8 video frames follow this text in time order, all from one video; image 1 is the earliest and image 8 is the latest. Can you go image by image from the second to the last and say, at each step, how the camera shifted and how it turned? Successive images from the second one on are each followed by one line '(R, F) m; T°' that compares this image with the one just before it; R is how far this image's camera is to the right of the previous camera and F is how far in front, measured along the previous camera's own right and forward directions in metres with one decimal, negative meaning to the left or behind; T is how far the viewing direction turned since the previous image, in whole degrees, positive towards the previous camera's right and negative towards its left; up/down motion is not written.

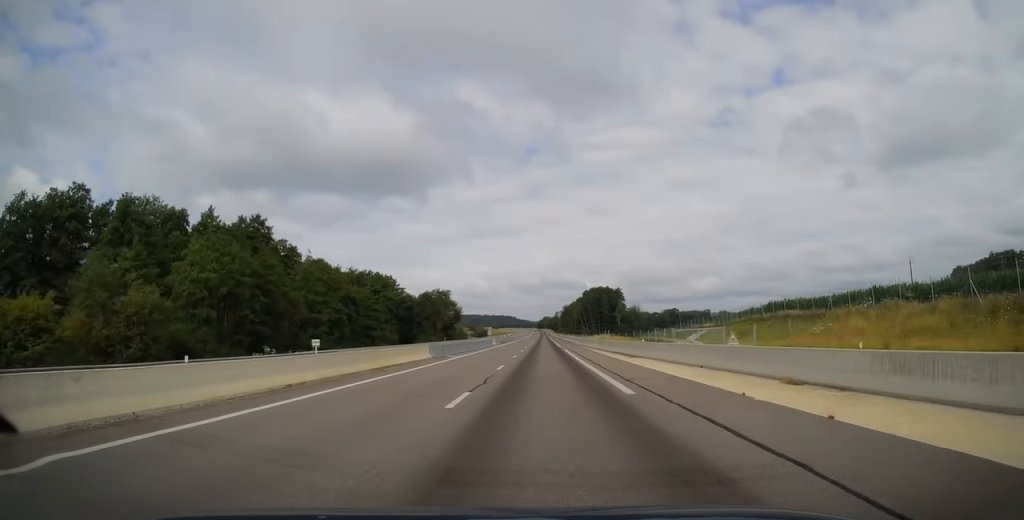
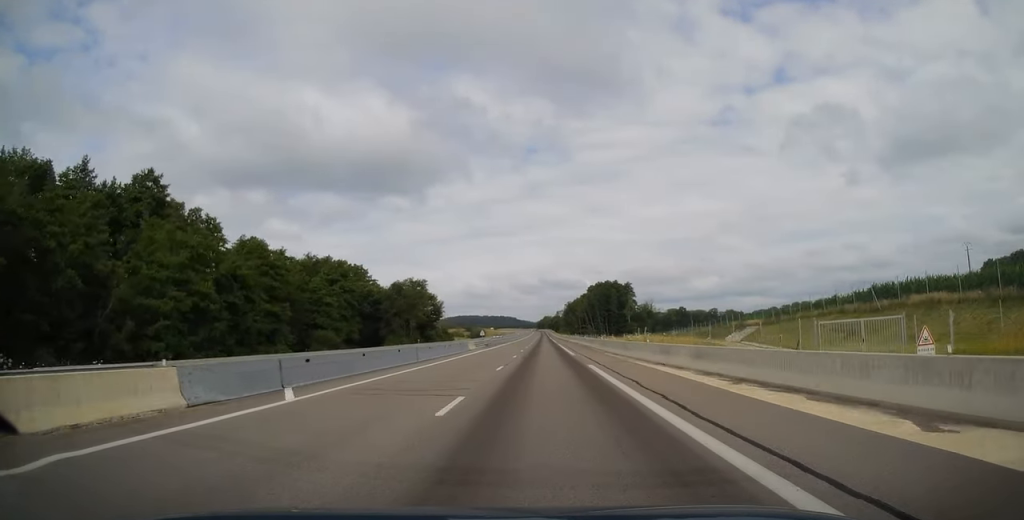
(-0.3, +26.8) m; -1°
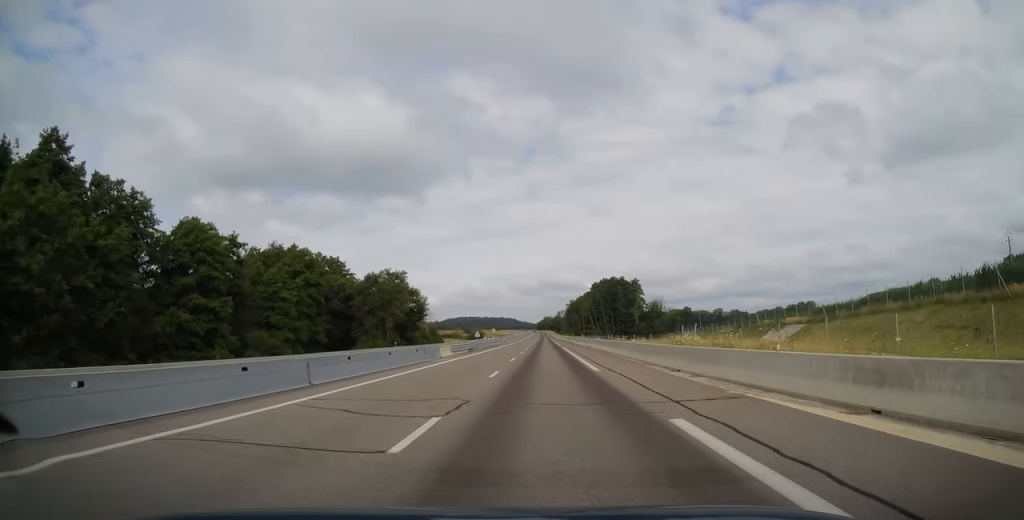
(0.0, +16.1) m; 0°
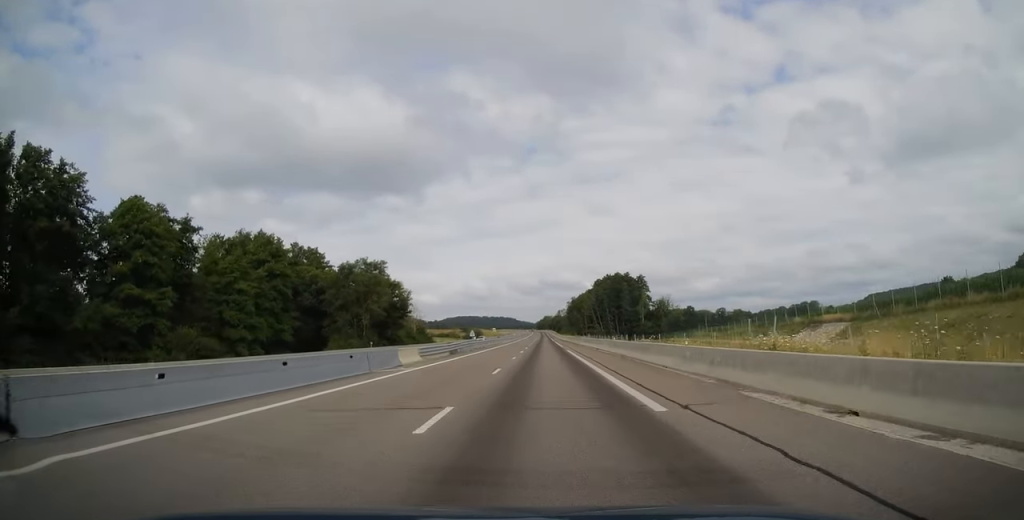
(-0.1, +11.7) m; 0°
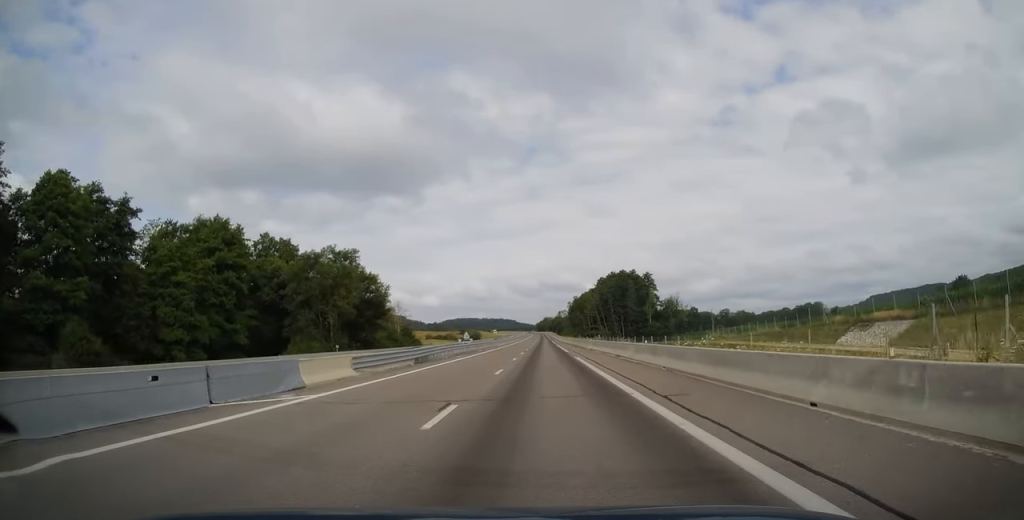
(+0.2, +12.2) m; 0°
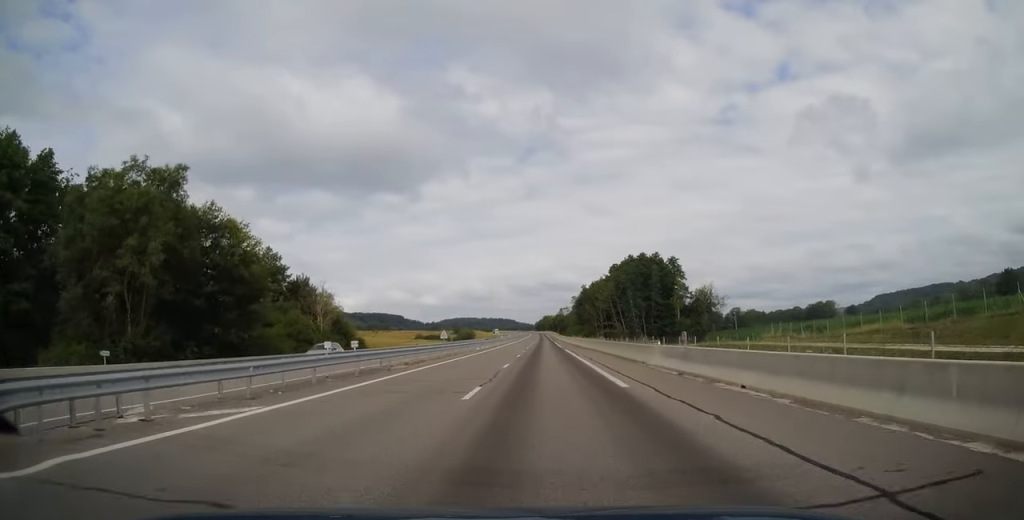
(+0.1, +34.5) m; 0°
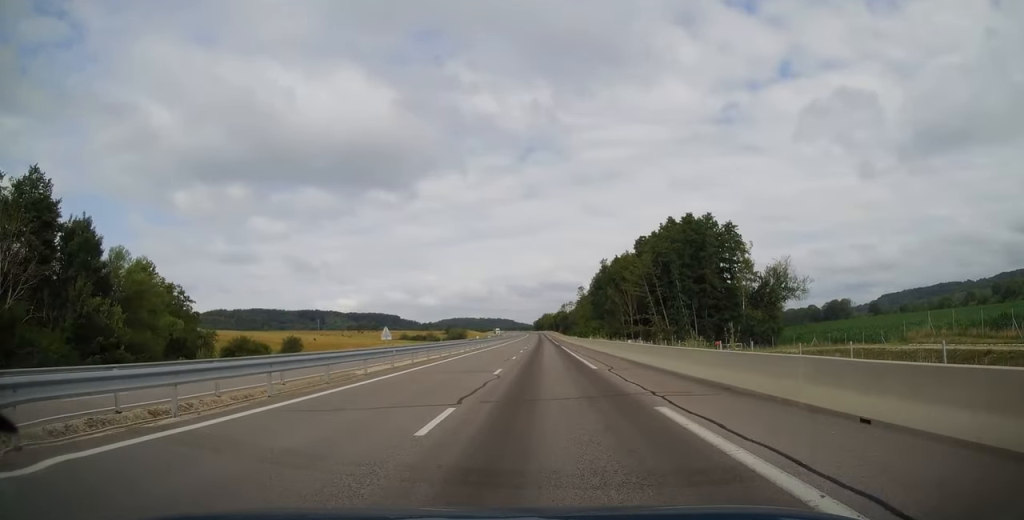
(-0.3, +43.3) m; 0°
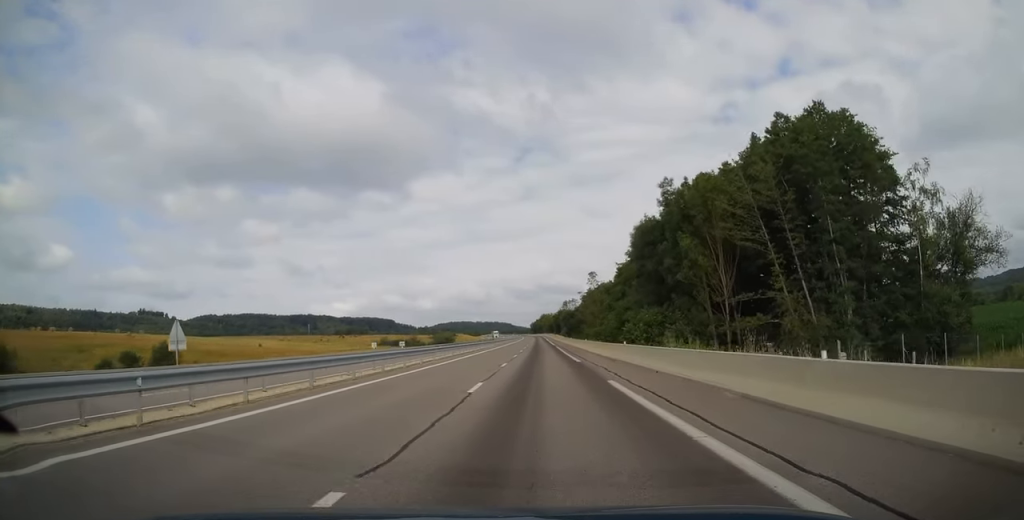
(+0.2, +44.7) m; 0°
